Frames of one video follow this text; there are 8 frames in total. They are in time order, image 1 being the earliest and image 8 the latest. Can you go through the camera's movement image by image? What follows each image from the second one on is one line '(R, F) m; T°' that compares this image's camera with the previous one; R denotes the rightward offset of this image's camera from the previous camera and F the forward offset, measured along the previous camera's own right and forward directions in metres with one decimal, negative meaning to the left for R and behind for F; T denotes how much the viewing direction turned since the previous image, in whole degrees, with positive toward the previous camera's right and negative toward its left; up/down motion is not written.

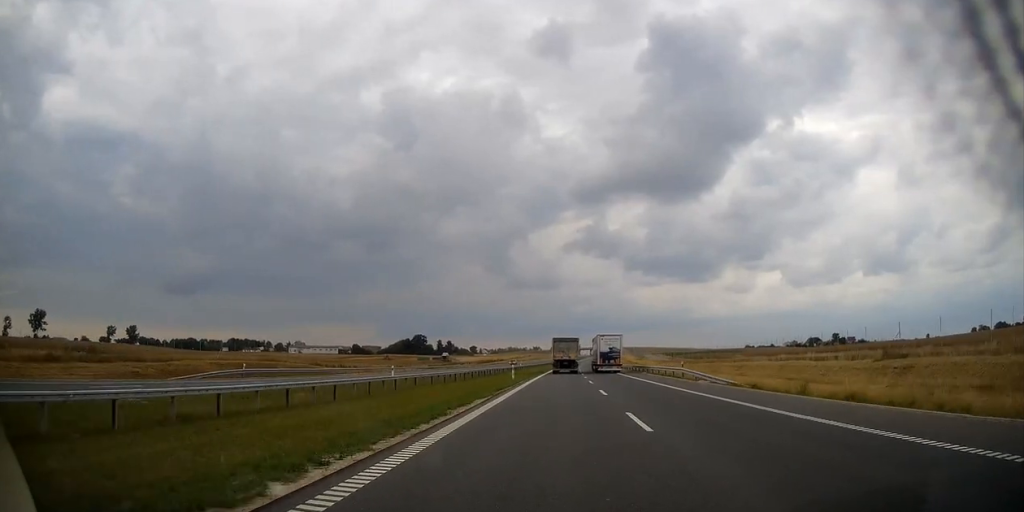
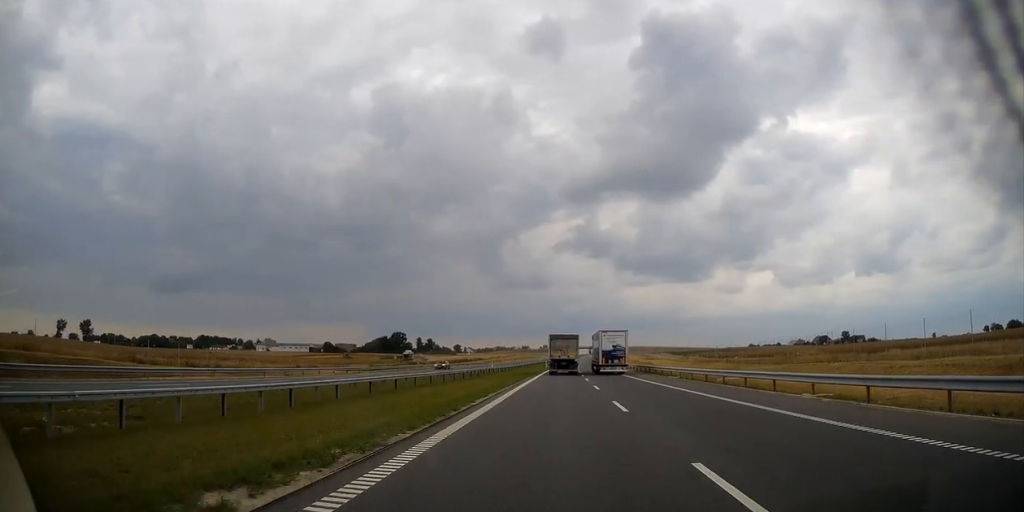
(+0.3, +44.0) m; +1°
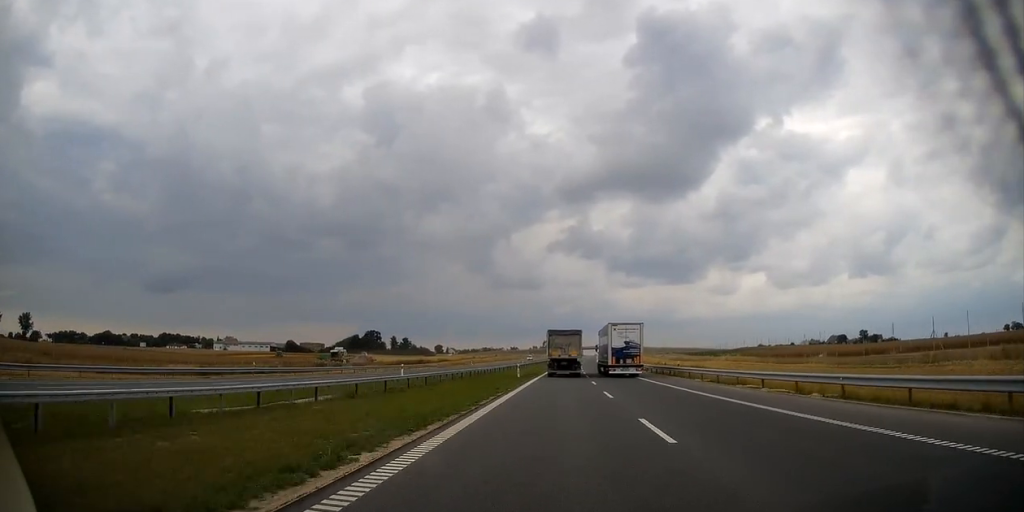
(+0.4, +54.5) m; +1°
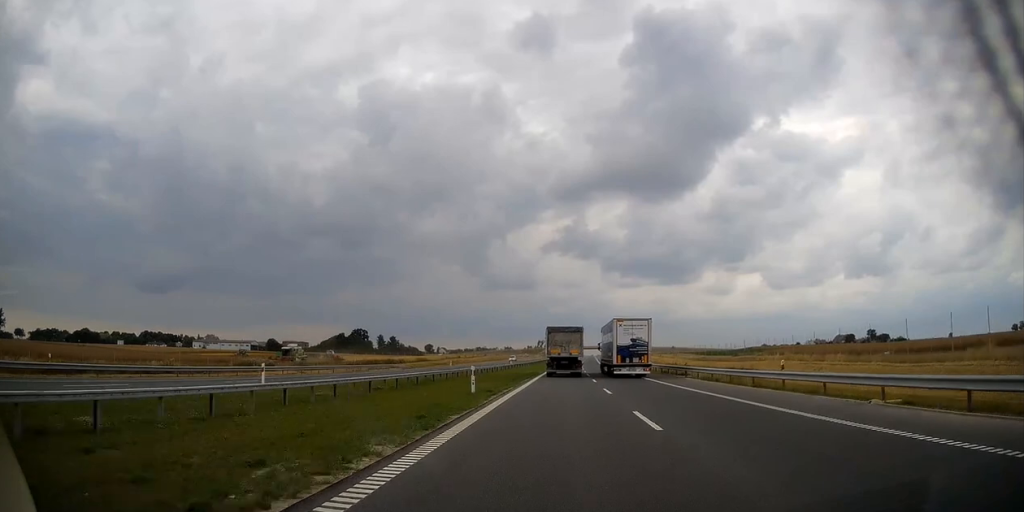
(0.0, +22.6) m; +1°
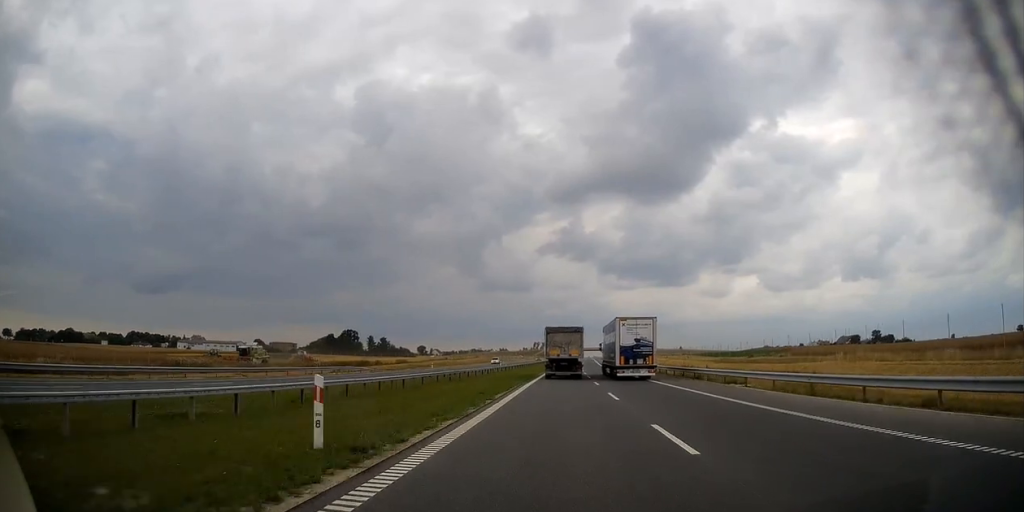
(+0.1, +14.8) m; 0°
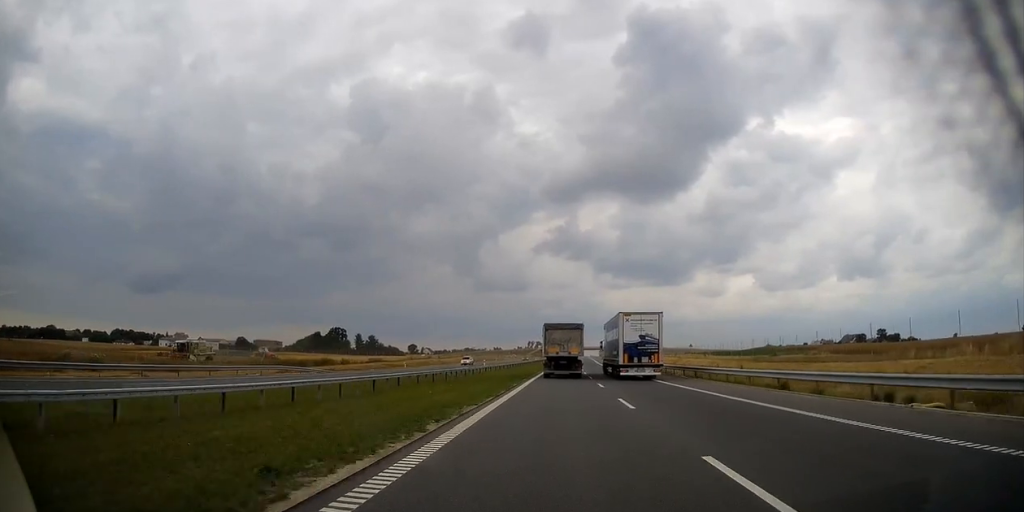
(+0.1, +16.6) m; 0°
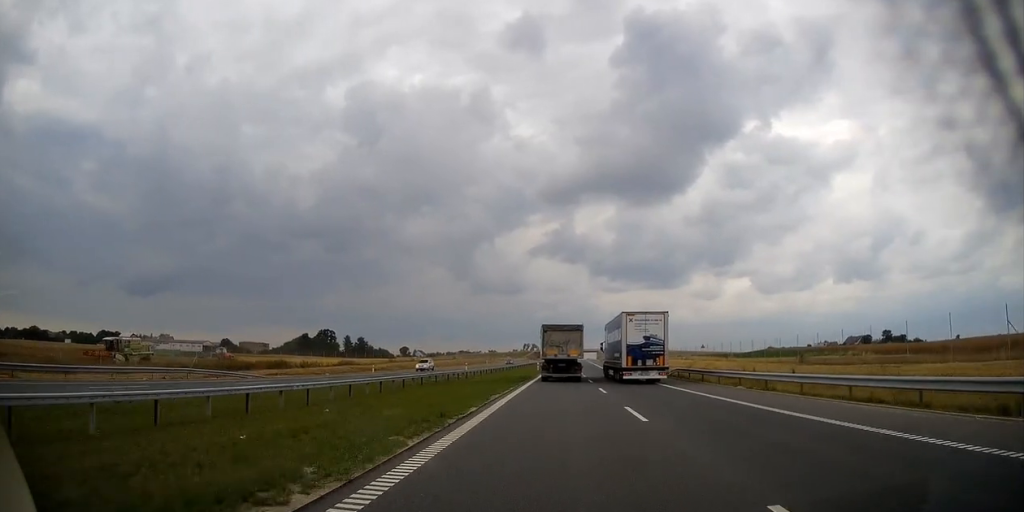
(+0.1, +14.6) m; 0°
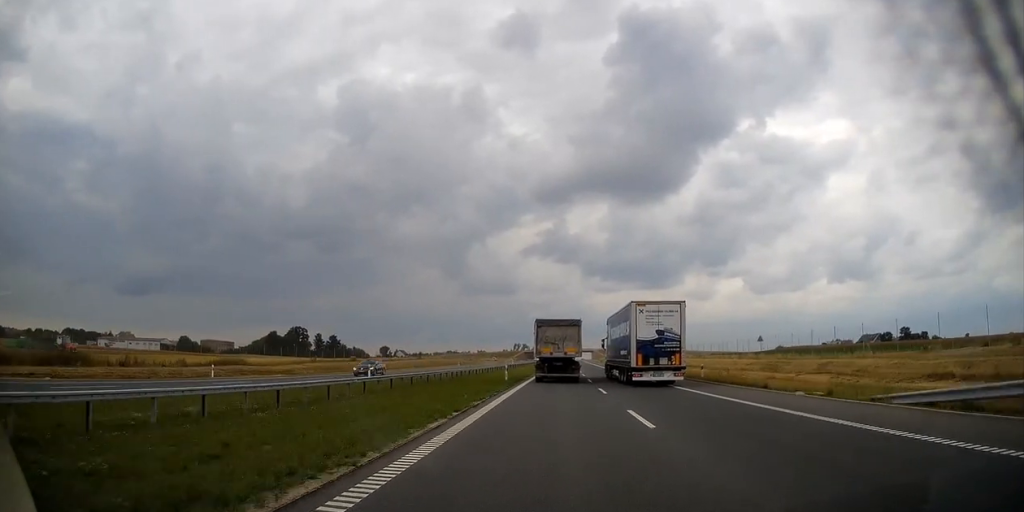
(+0.2, +37.9) m; +1°
